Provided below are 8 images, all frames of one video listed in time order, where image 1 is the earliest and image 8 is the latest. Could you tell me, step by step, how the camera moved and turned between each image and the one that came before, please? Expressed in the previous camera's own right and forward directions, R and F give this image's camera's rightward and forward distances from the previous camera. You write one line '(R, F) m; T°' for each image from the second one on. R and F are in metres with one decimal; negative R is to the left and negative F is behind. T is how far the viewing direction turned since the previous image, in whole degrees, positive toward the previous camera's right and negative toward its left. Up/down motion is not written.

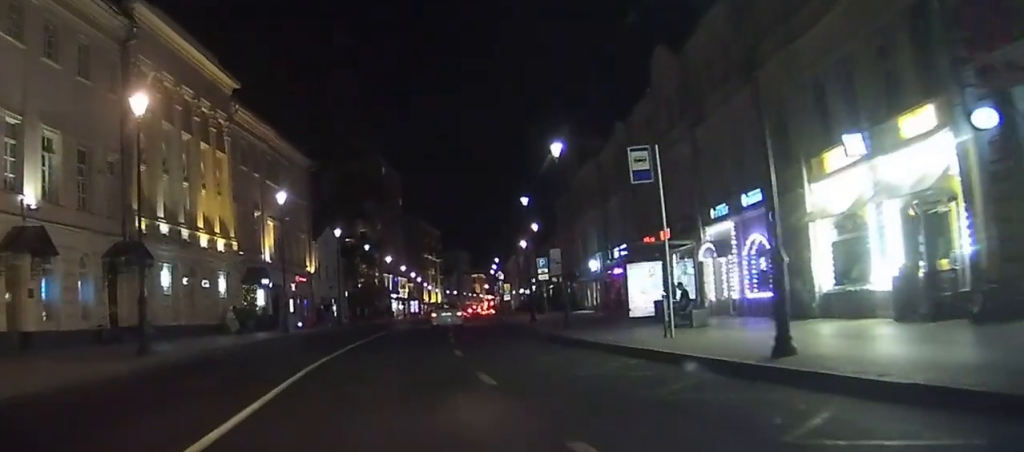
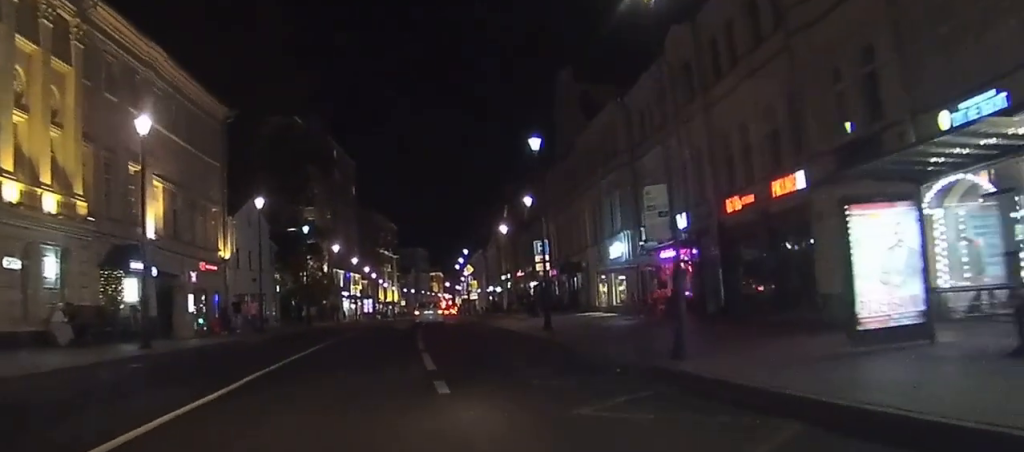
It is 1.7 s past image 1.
(+1.0, +17.2) m; +5°
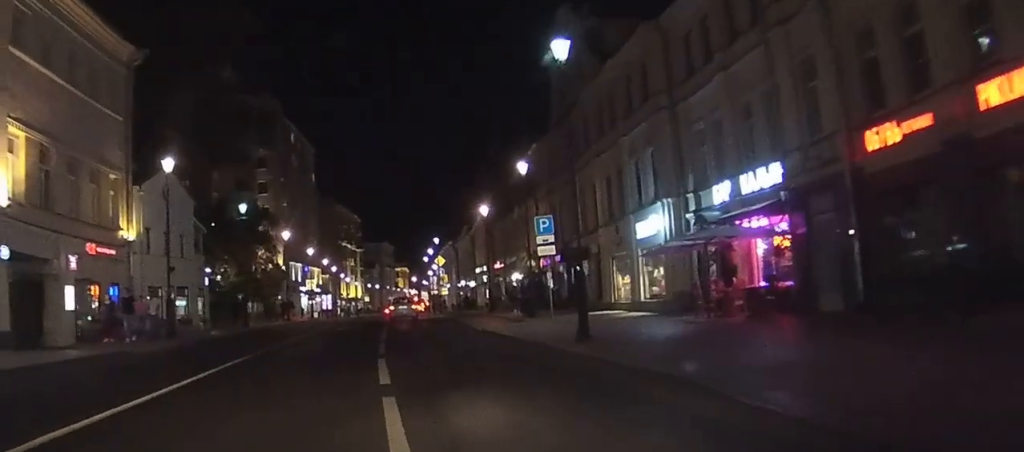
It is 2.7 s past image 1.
(+0.2, +11.4) m; +1°
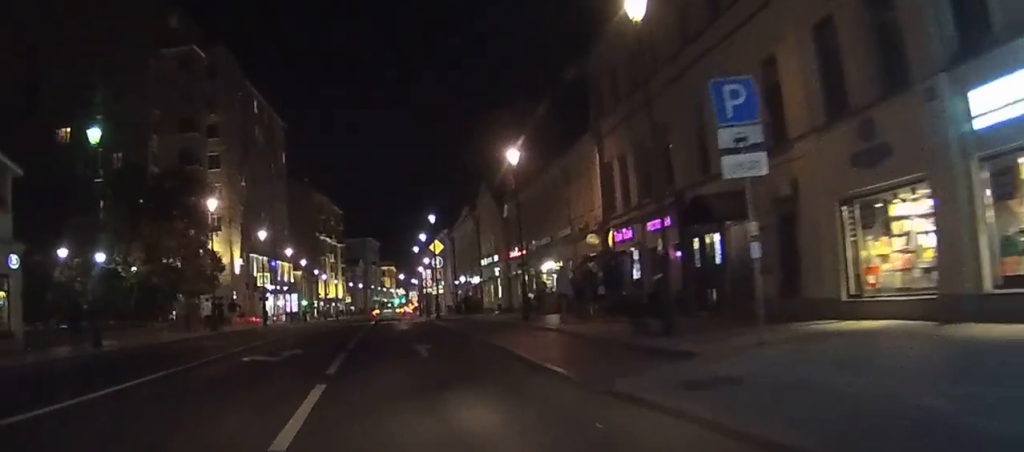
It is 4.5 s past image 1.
(0.0, +22.2) m; -1°
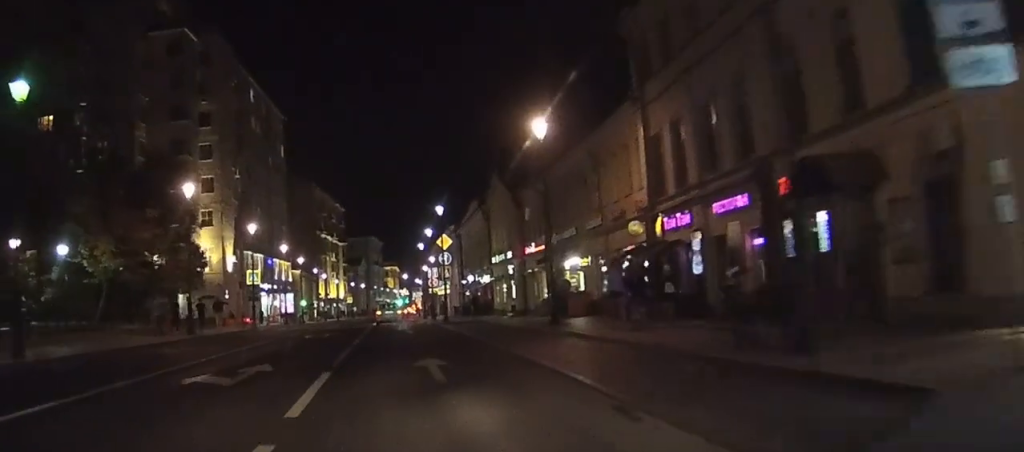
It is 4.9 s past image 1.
(0.0, +6.0) m; 0°
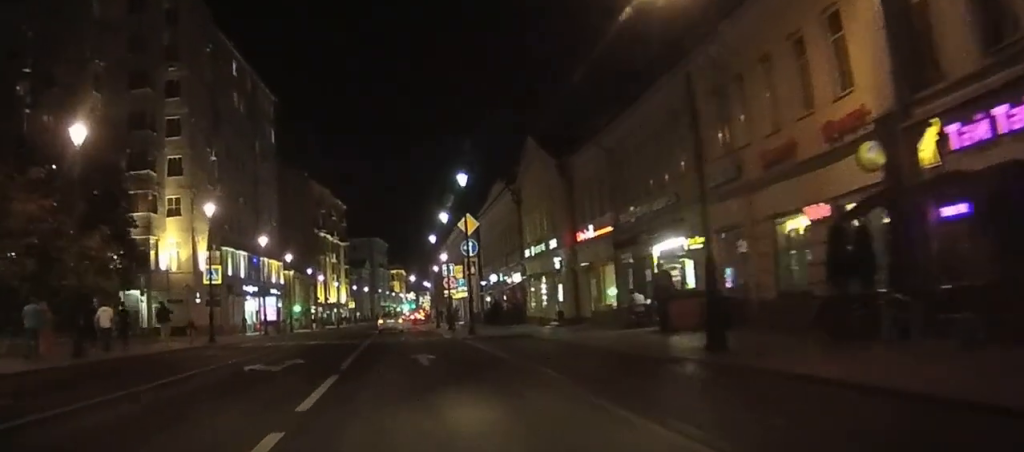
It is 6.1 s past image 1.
(0.0, +14.9) m; +1°
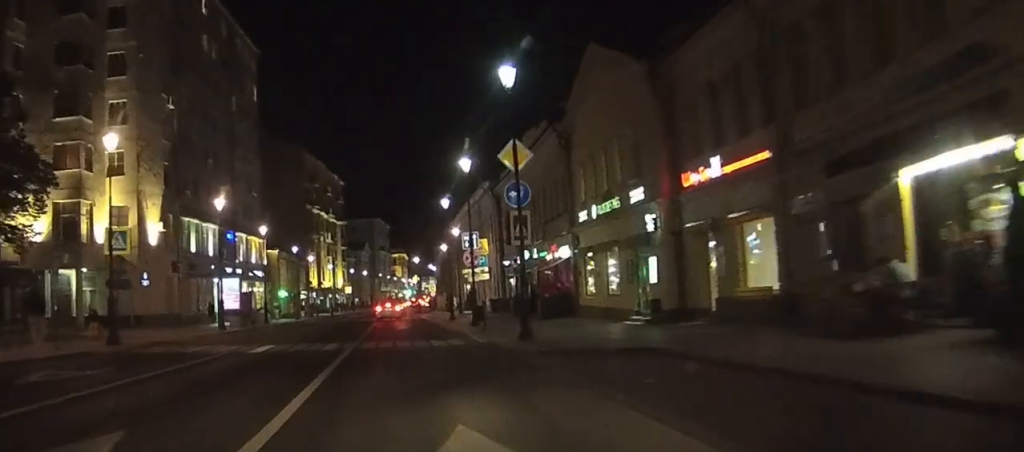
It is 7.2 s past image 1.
(+0.1, +15.4) m; 0°
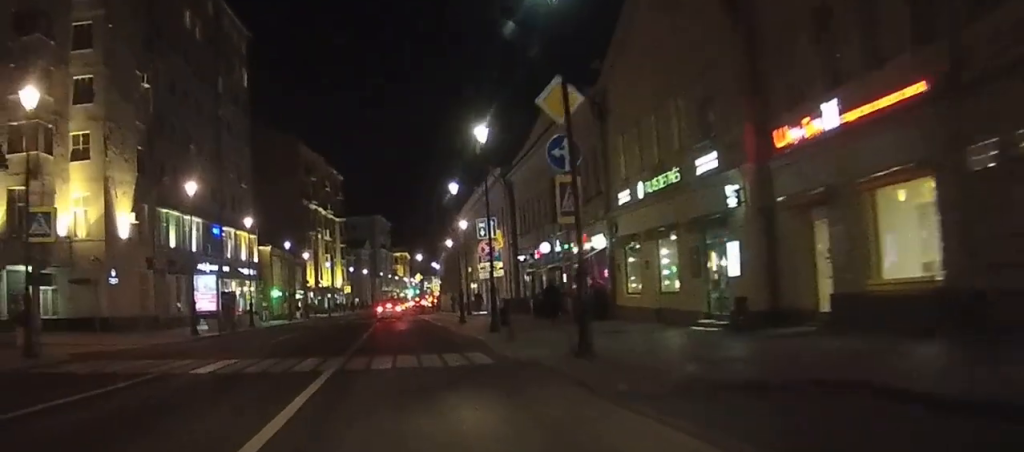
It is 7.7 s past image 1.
(0.0, +6.6) m; 0°
